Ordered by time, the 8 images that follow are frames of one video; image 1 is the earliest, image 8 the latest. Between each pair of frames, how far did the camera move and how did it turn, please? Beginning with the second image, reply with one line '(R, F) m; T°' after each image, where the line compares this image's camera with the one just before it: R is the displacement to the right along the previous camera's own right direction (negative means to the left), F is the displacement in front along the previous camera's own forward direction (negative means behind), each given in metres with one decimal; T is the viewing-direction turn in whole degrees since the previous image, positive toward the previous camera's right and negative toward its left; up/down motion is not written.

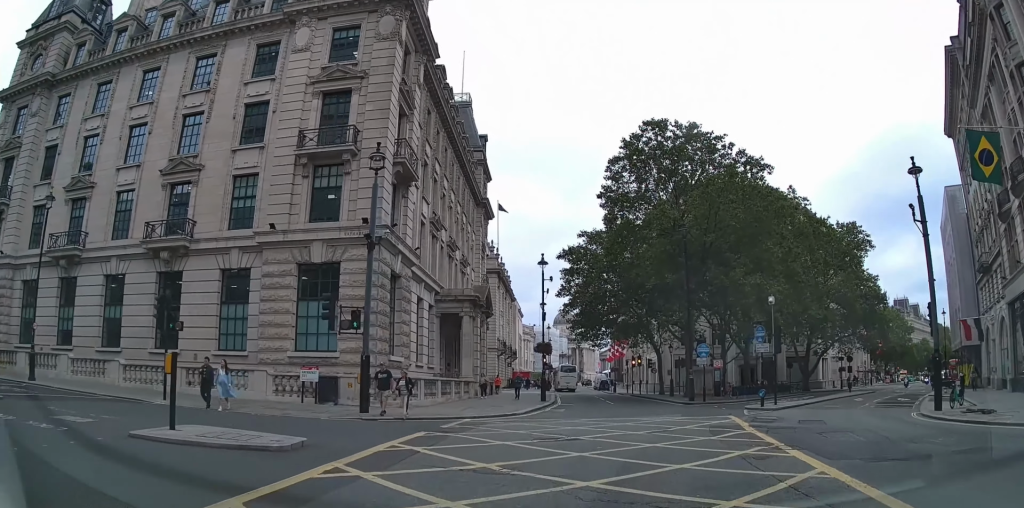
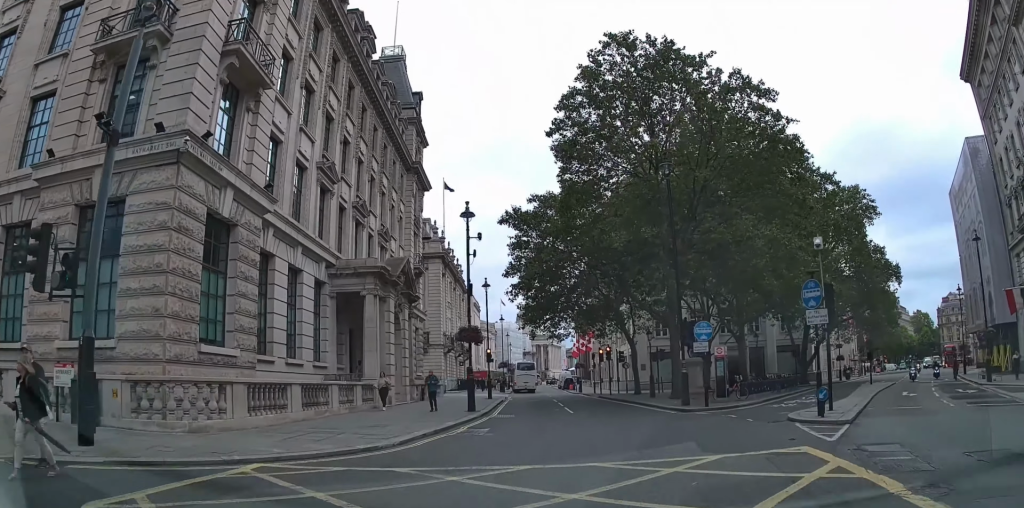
(+0.1, +7.2) m; +2°
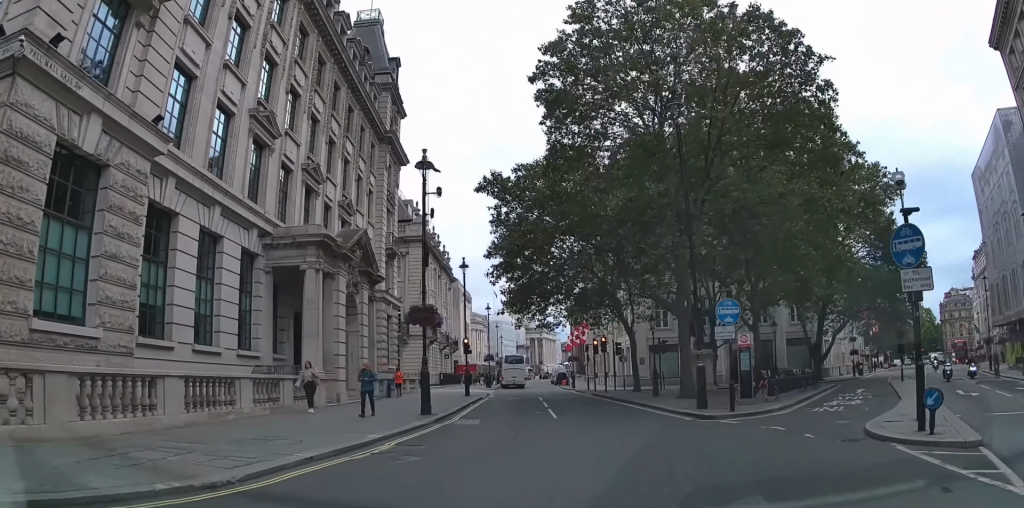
(0.0, +4.1) m; +6°
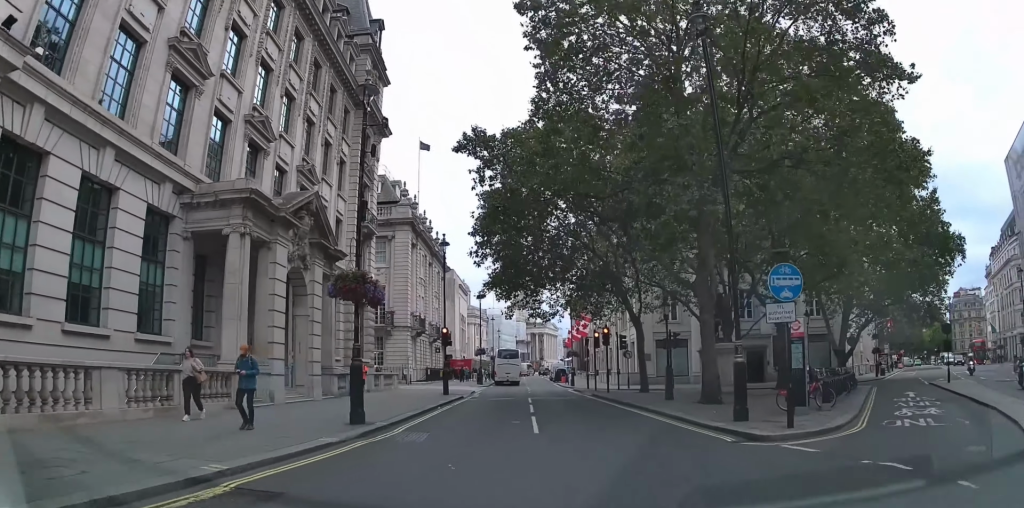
(-0.1, +4.2) m; +6°
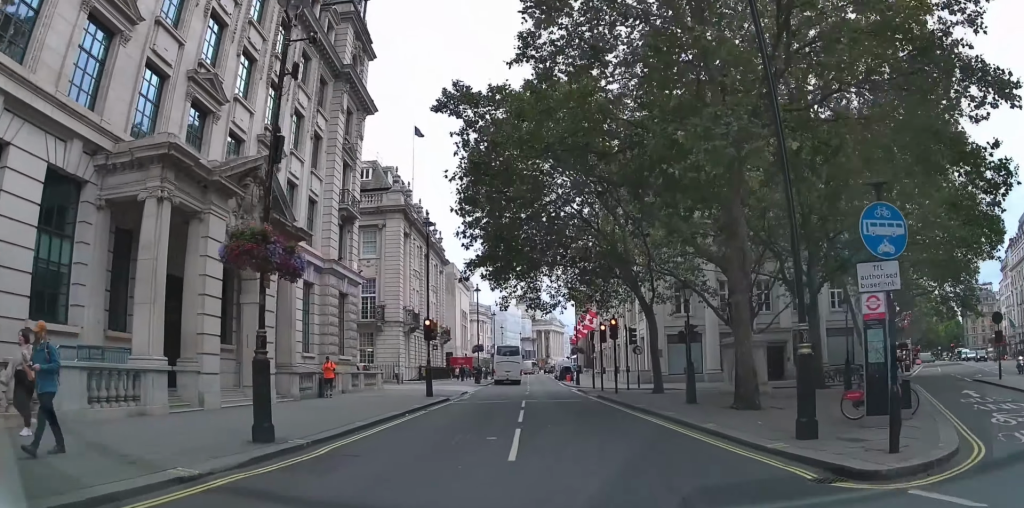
(+1.2, +3.4) m; -6°
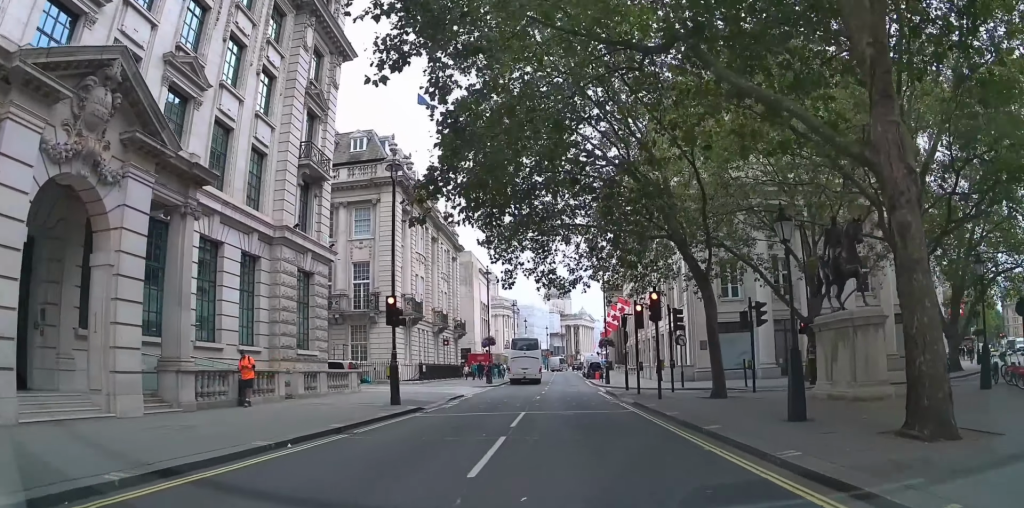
(-2.8, +7.4) m; -26°
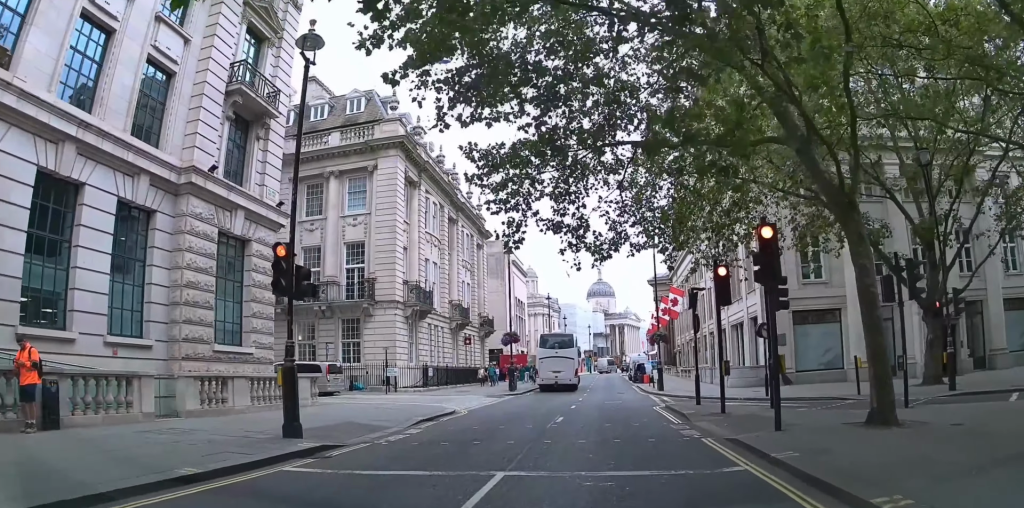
(-0.4, +11.2) m; -6°
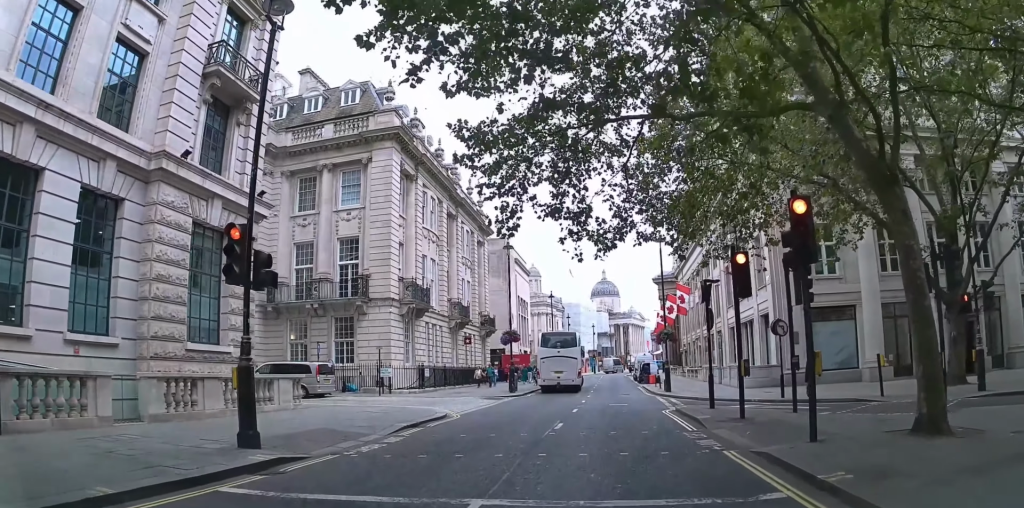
(-0.1, +2.3) m; 0°
